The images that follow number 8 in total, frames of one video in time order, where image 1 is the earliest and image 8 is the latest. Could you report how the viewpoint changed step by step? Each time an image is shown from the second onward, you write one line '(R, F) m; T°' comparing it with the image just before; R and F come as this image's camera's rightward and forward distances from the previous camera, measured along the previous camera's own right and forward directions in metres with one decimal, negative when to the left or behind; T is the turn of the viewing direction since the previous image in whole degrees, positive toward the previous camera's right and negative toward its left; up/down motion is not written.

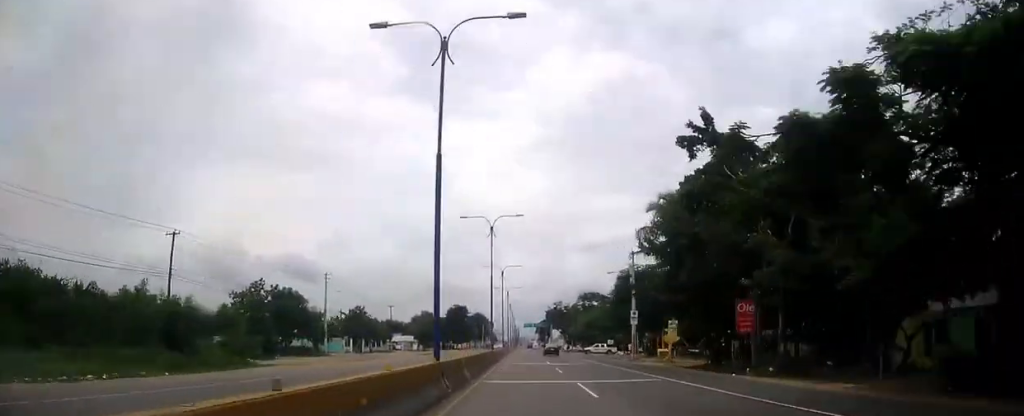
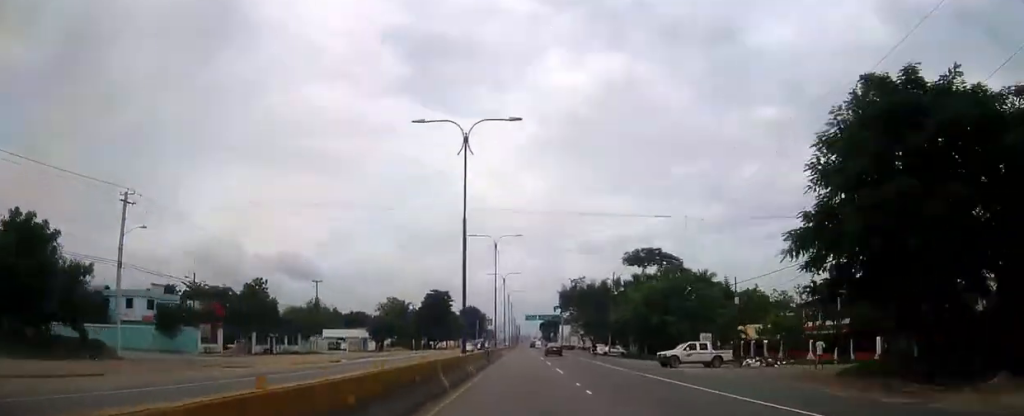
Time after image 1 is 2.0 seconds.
(-0.1, +50.6) m; 0°
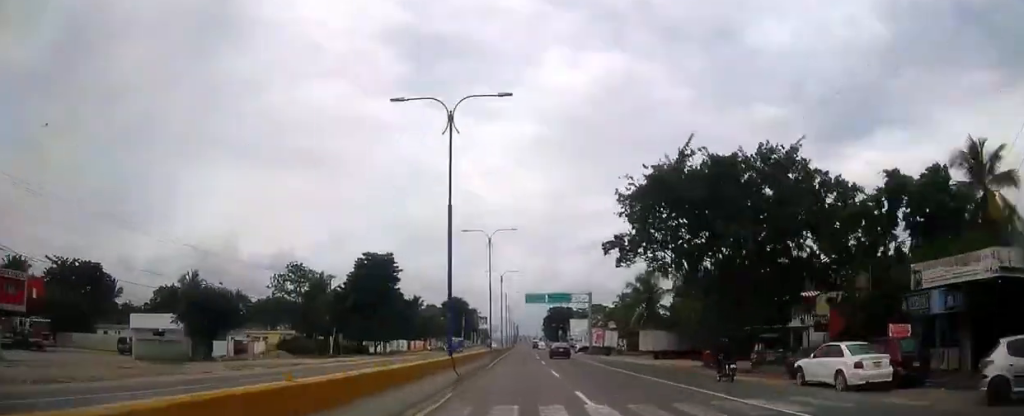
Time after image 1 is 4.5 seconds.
(0.0, +62.8) m; 0°
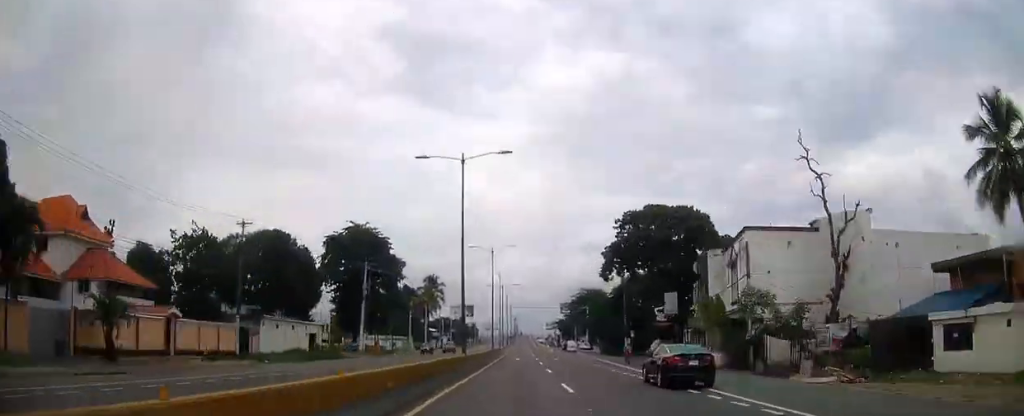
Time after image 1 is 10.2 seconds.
(-0.5, +144.4) m; 0°
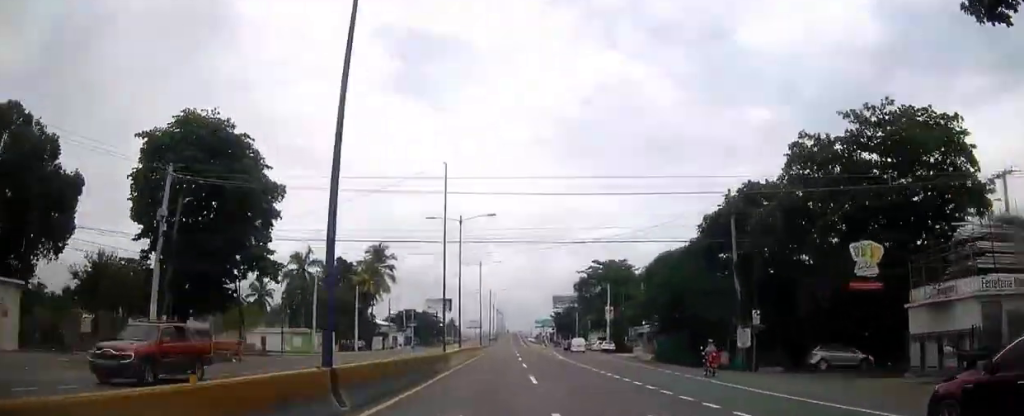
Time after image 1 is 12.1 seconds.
(+0.5, +49.2) m; +1°
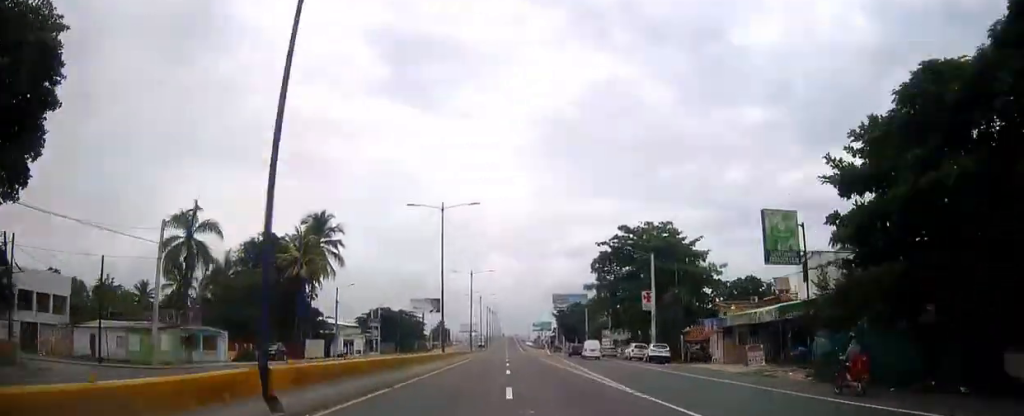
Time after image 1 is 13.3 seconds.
(+0.1, +30.9) m; 0°
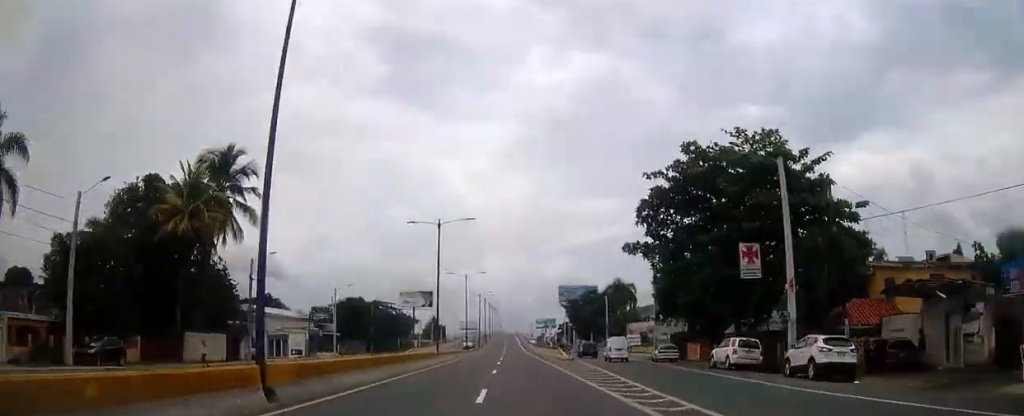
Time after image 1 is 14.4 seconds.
(+0.2, +28.3) m; 0°
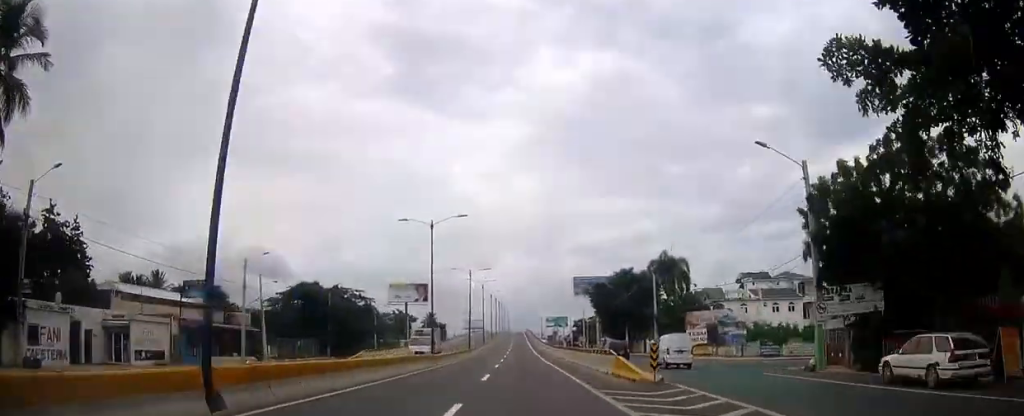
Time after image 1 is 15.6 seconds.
(0.0, +30.9) m; 0°
